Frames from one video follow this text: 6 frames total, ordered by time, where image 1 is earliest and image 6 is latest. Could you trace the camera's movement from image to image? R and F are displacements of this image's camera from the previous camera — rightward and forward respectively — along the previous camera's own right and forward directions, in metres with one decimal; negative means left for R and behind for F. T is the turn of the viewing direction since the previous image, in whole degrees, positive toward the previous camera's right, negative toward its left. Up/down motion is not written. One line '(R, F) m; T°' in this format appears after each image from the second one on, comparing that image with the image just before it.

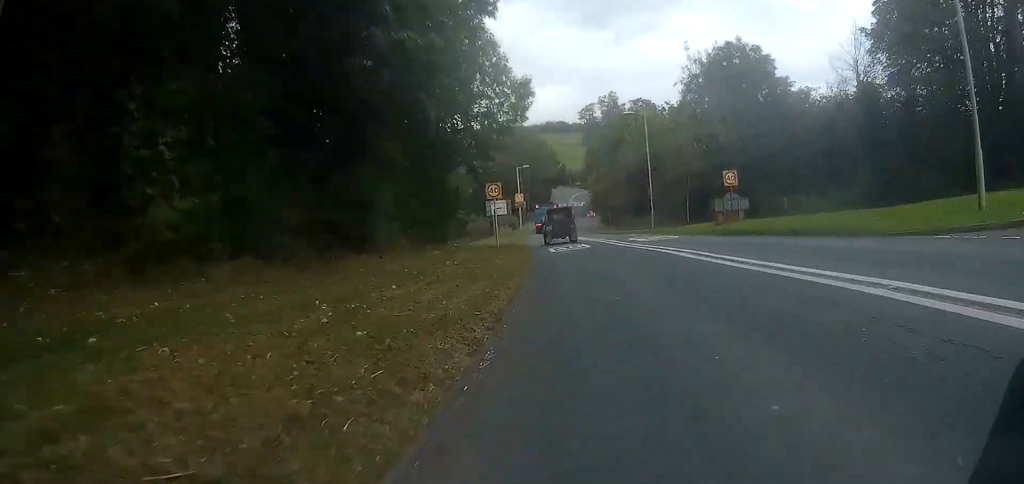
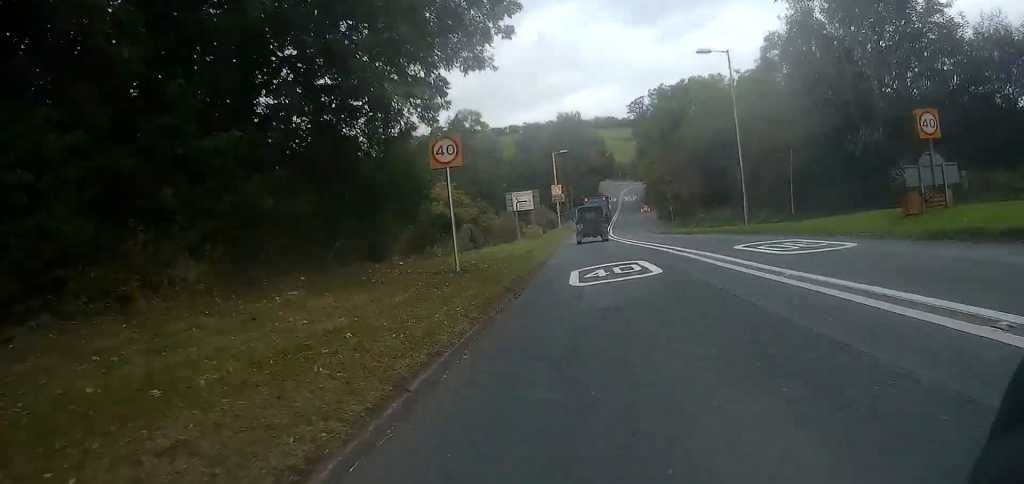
(-0.7, +15.5) m; -5°
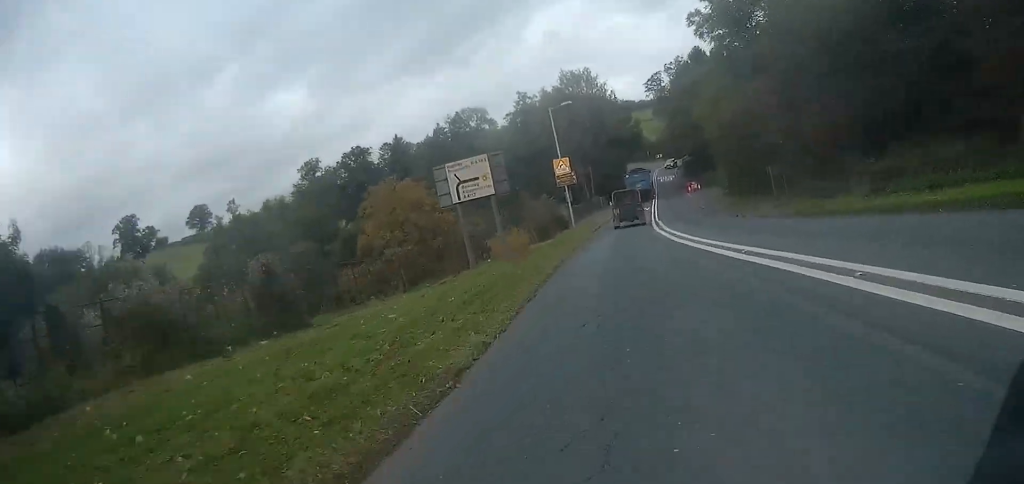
(-1.7, +25.0) m; -5°
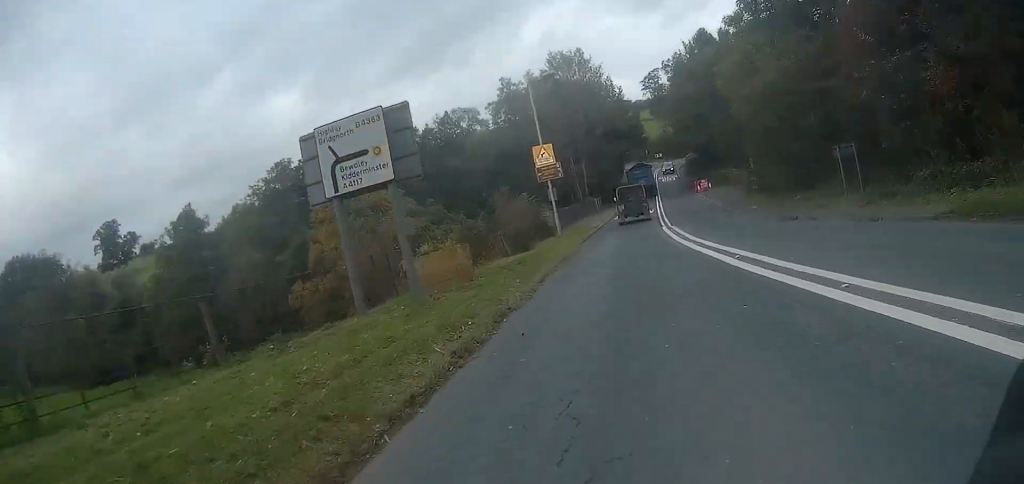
(0.0, +9.2) m; +1°
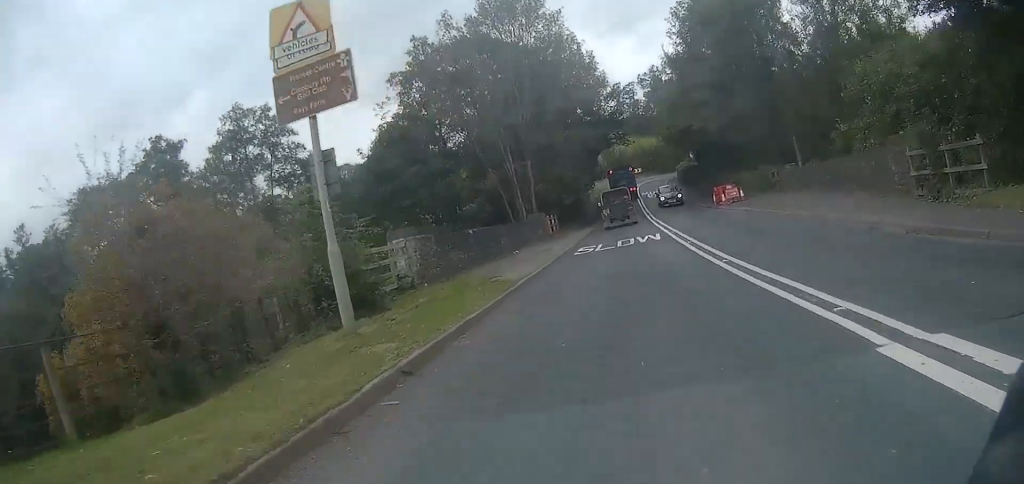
(+0.6, +22.7) m; +3°
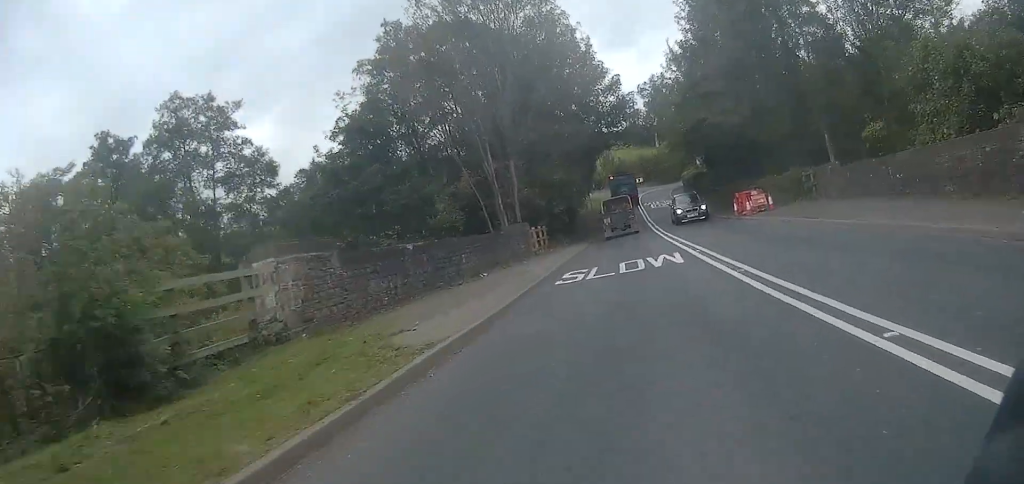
(+0.2, +6.5) m; +1°
